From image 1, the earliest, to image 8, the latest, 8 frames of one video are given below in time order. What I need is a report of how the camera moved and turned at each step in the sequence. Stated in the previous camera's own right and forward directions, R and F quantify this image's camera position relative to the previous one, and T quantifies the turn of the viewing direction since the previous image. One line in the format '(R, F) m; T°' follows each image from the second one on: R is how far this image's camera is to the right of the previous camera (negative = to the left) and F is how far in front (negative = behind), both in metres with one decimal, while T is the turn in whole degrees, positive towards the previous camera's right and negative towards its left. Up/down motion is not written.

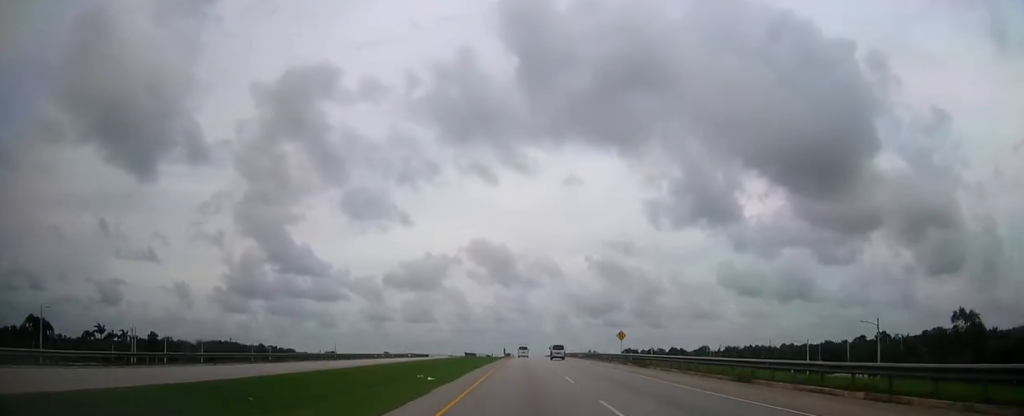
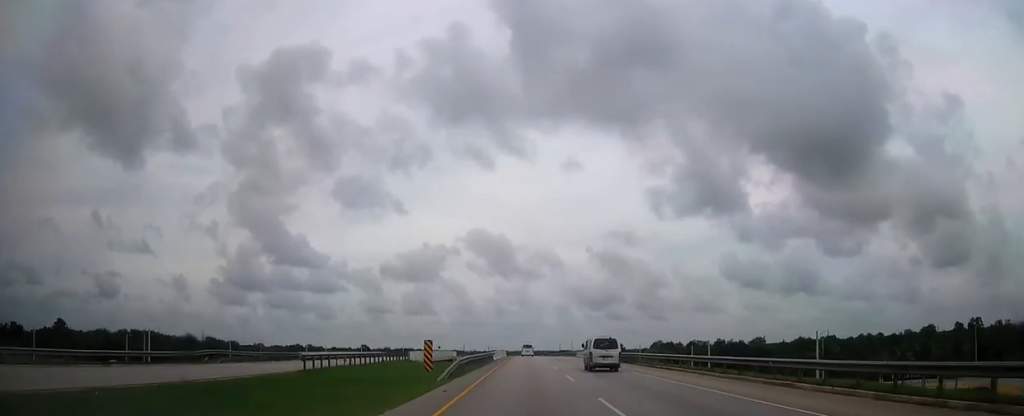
(-0.2, +84.5) m; 0°
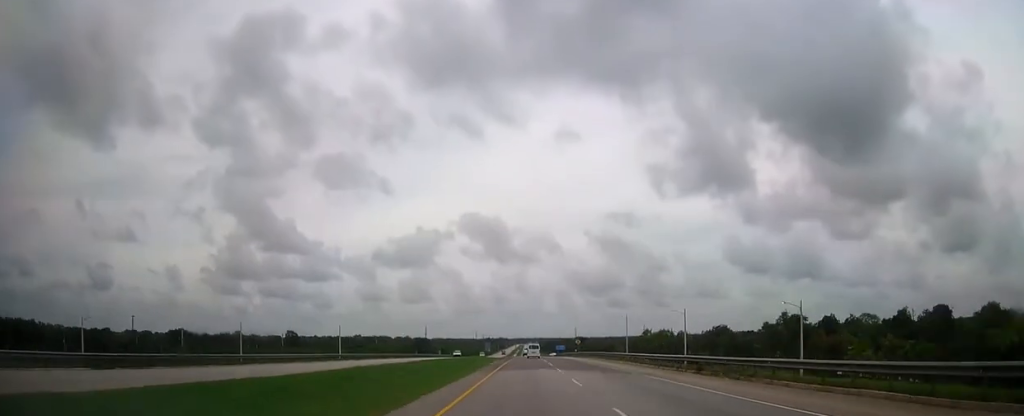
(+0.4, +158.6) m; 0°
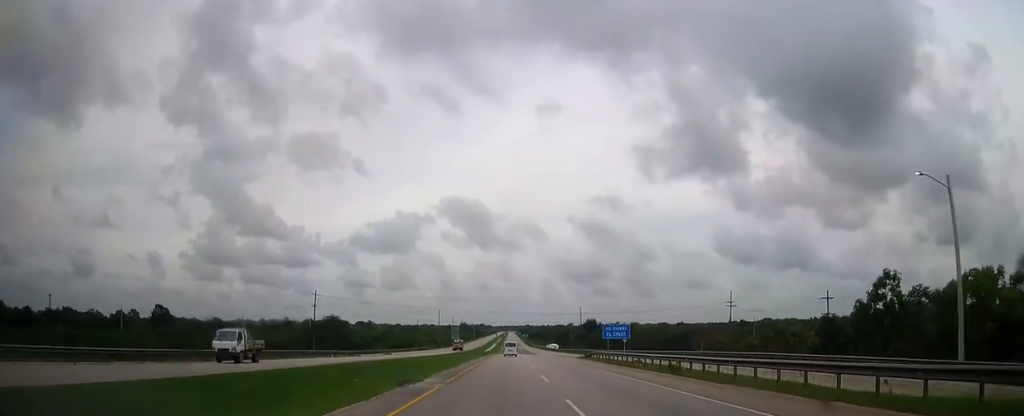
(+0.7, +117.4) m; +1°
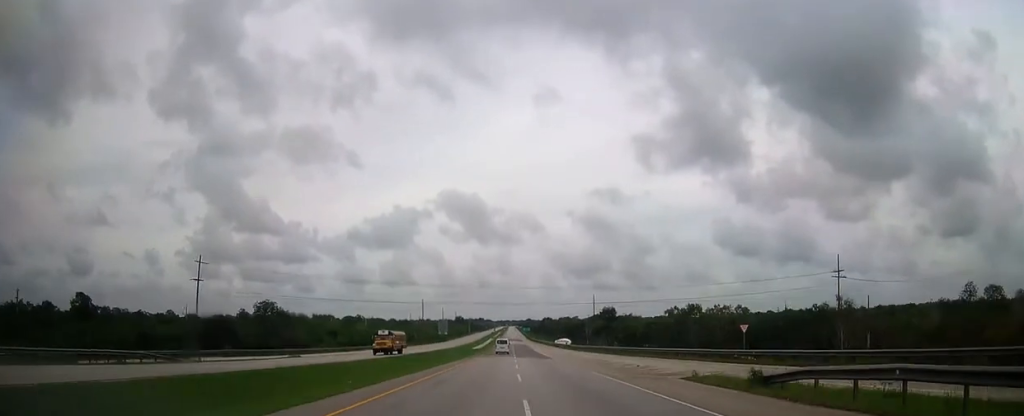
(+0.1, +47.9) m; 0°
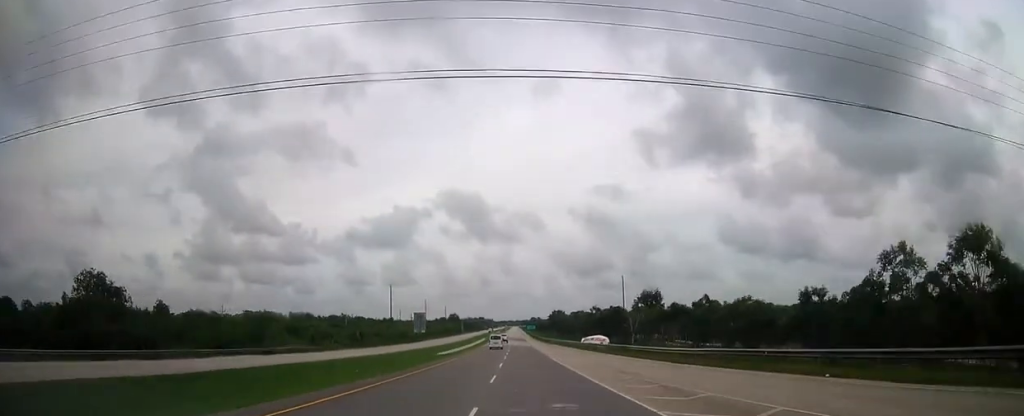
(0.0, +62.8) m; 0°
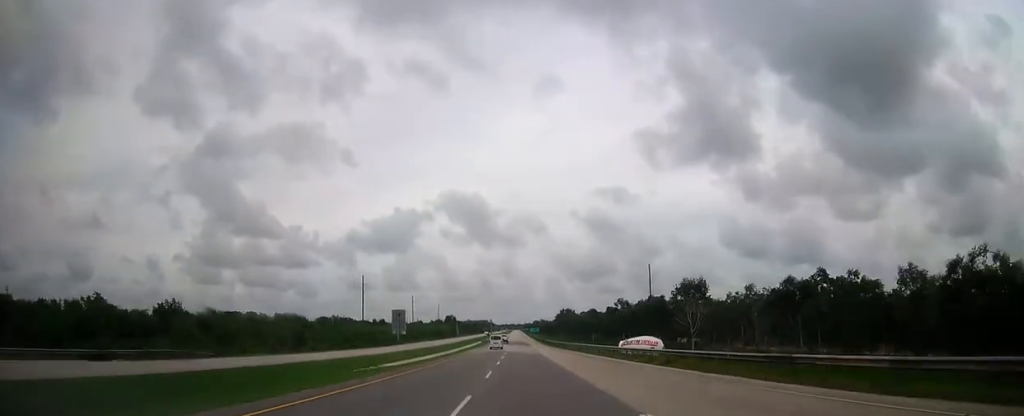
(0.0, +33.2) m; 0°
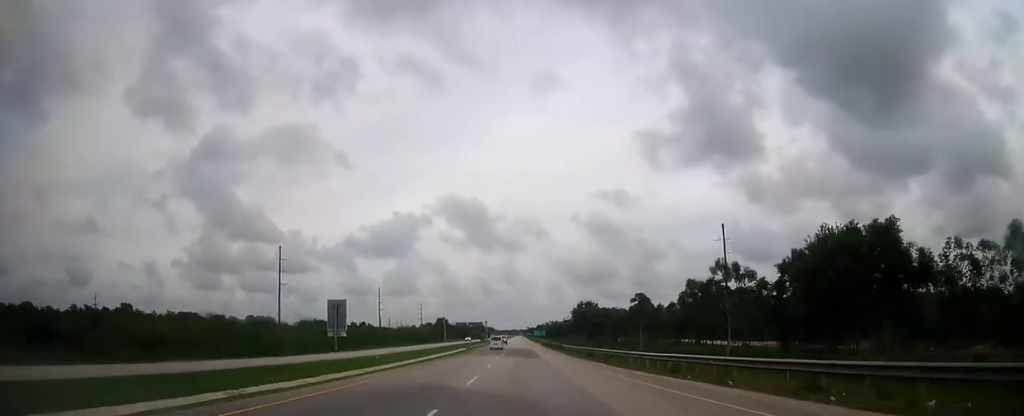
(-0.2, +51.0) m; 0°
